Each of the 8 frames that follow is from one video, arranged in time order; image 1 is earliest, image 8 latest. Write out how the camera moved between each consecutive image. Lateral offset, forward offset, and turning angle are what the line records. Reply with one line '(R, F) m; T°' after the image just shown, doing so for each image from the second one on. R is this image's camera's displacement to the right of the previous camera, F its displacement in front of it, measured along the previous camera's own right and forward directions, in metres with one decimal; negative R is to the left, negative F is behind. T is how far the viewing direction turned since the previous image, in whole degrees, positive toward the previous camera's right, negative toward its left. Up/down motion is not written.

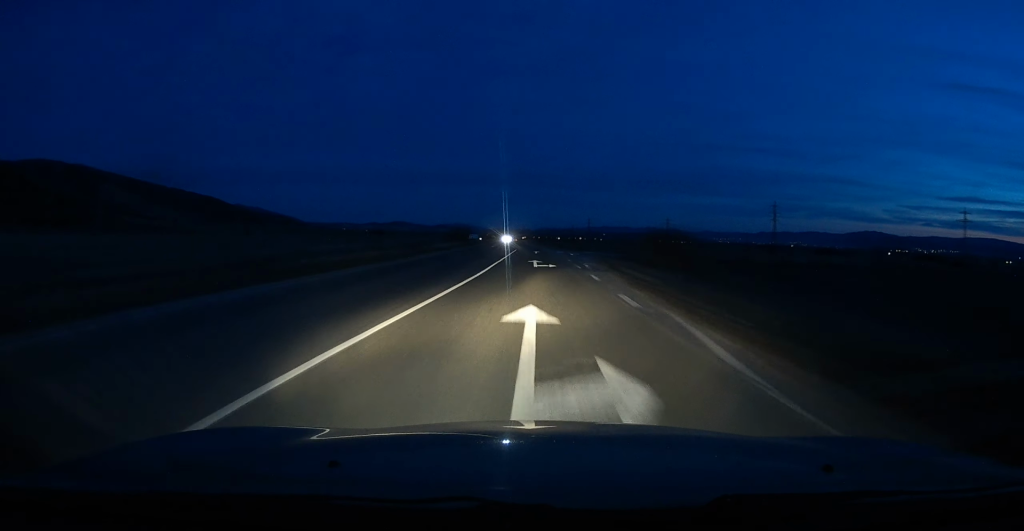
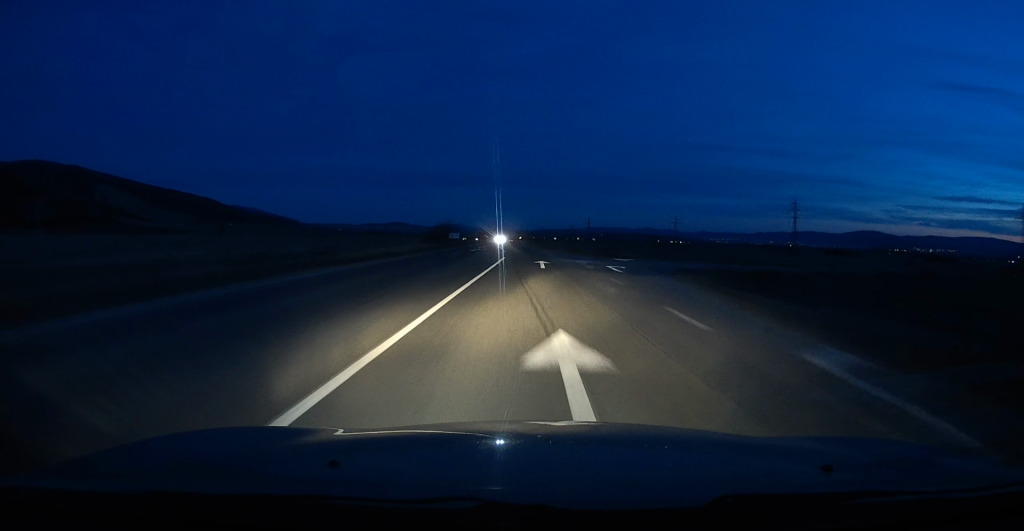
(+0.2, +26.6) m; +1°
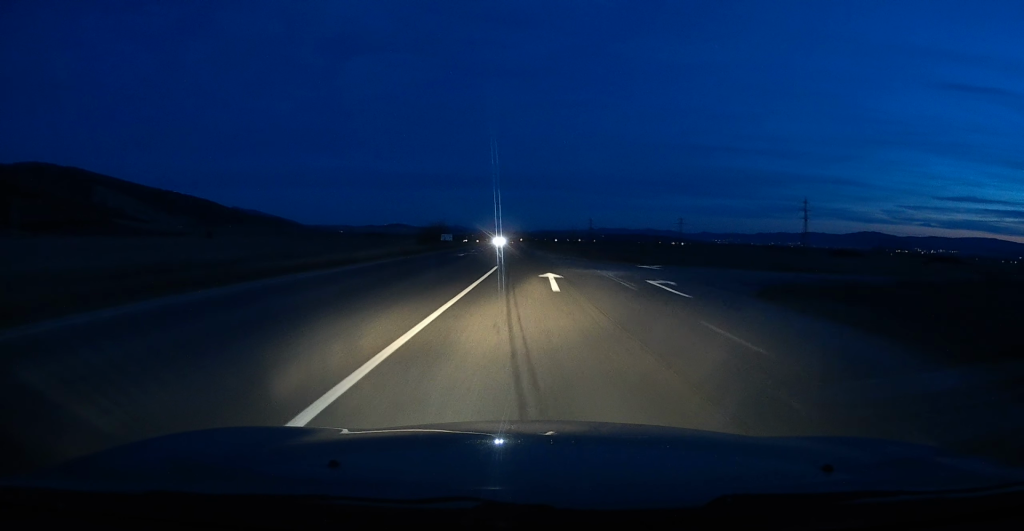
(+0.1, +9.9) m; 0°
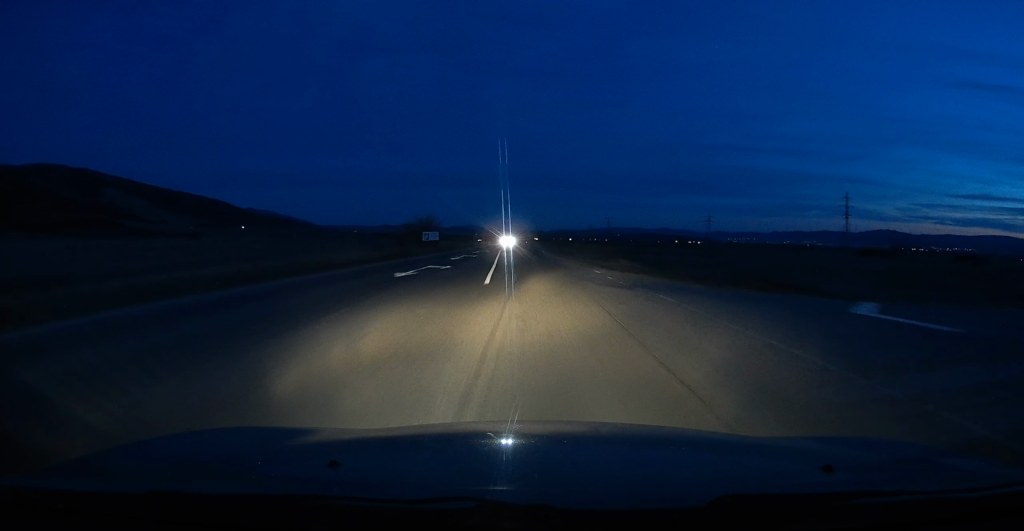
(-0.2, +24.3) m; -1°
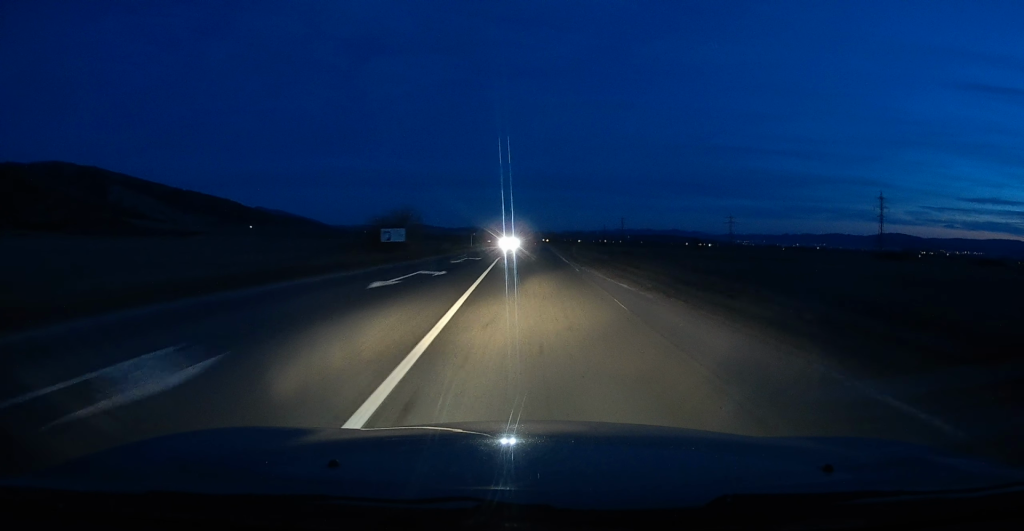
(-0.2, +19.7) m; -1°
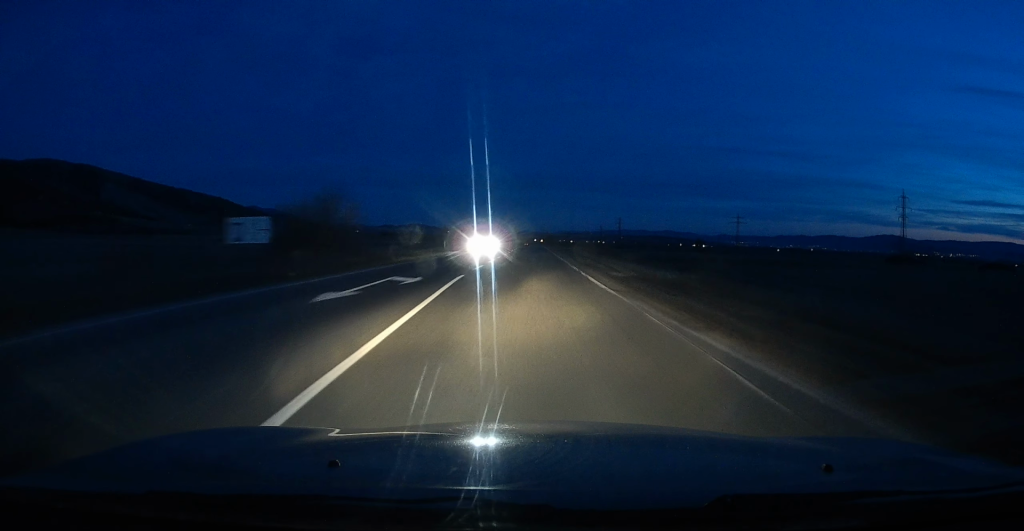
(0.0, +19.3) m; -1°
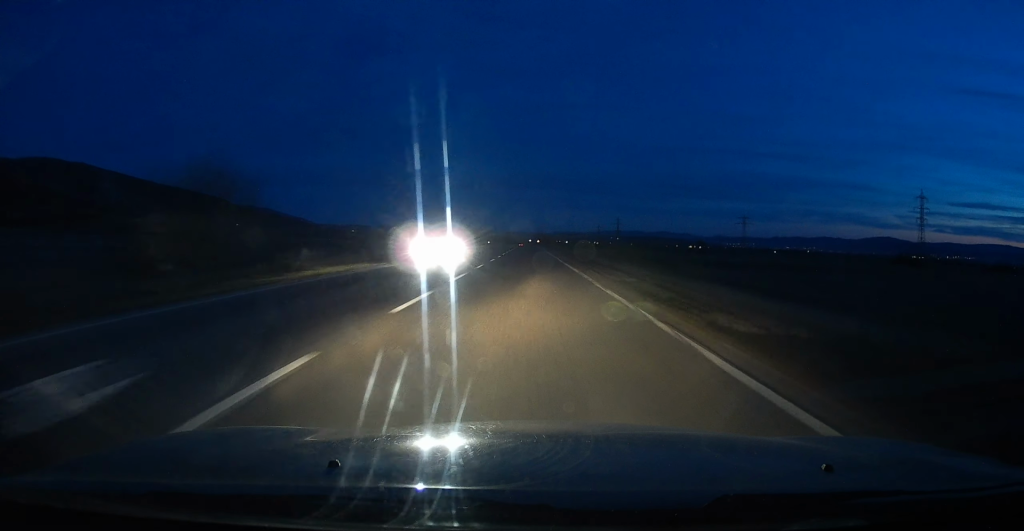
(-0.1, +13.2) m; 0°
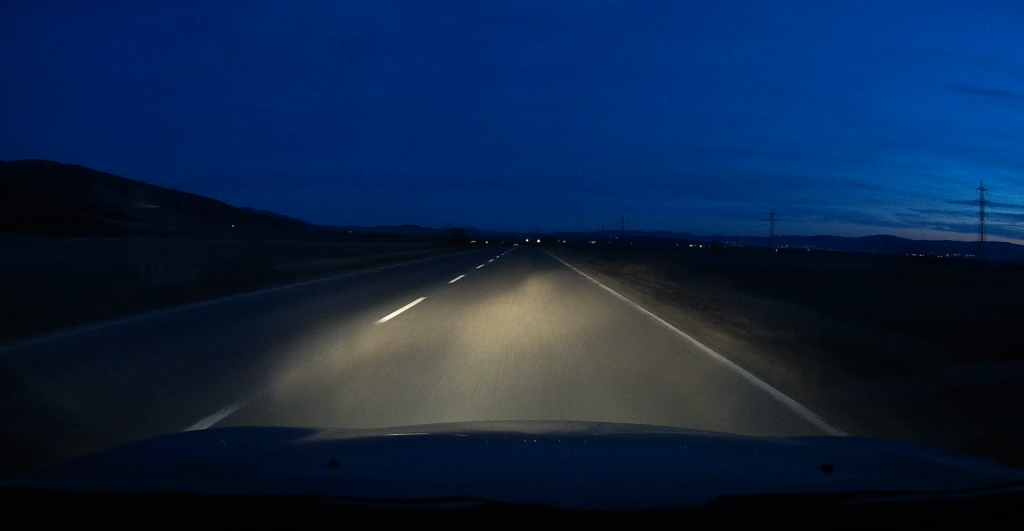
(+0.2, +31.5) m; +1°
